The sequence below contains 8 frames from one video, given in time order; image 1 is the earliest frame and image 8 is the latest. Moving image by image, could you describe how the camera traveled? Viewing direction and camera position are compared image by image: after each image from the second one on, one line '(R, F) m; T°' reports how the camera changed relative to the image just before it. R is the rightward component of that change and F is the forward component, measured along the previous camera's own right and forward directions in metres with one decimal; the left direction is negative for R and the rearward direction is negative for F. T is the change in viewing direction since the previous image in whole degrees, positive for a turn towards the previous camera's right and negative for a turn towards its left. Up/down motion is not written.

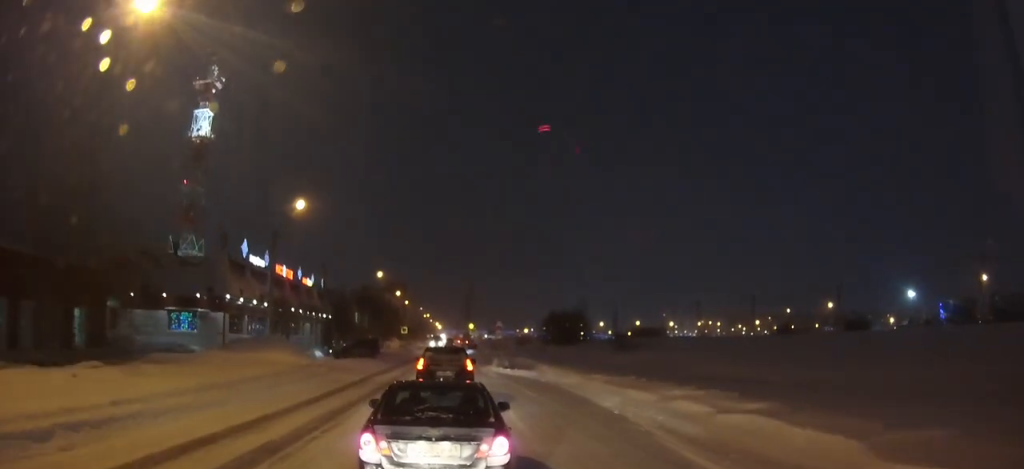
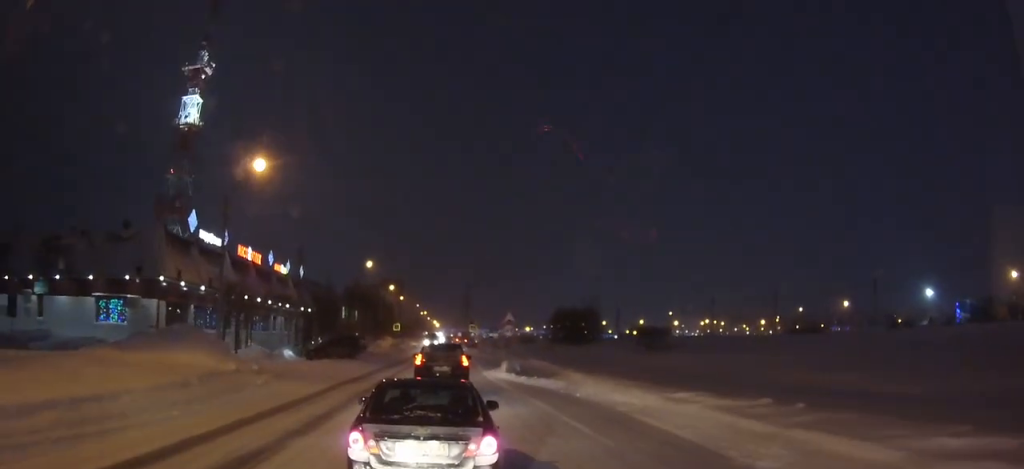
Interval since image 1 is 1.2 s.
(0.0, +9.8) m; 0°
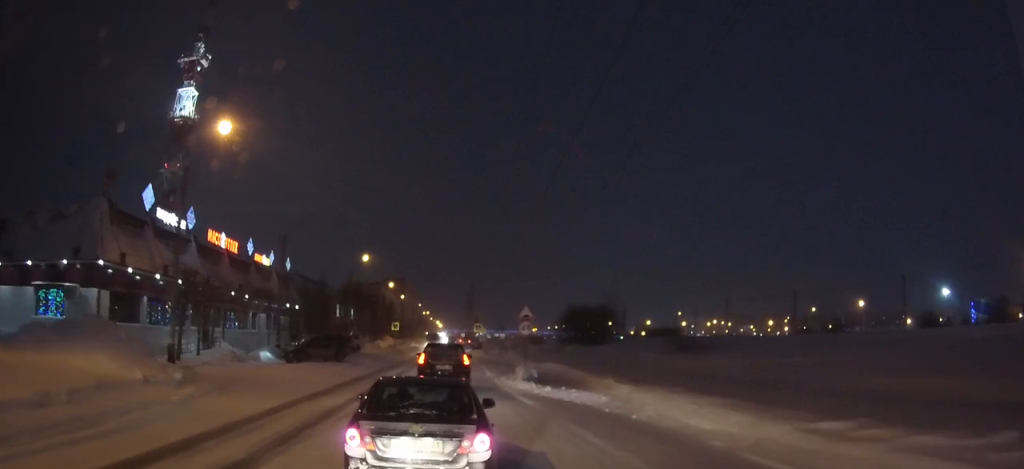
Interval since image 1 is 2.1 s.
(-0.1, +6.7) m; 0°
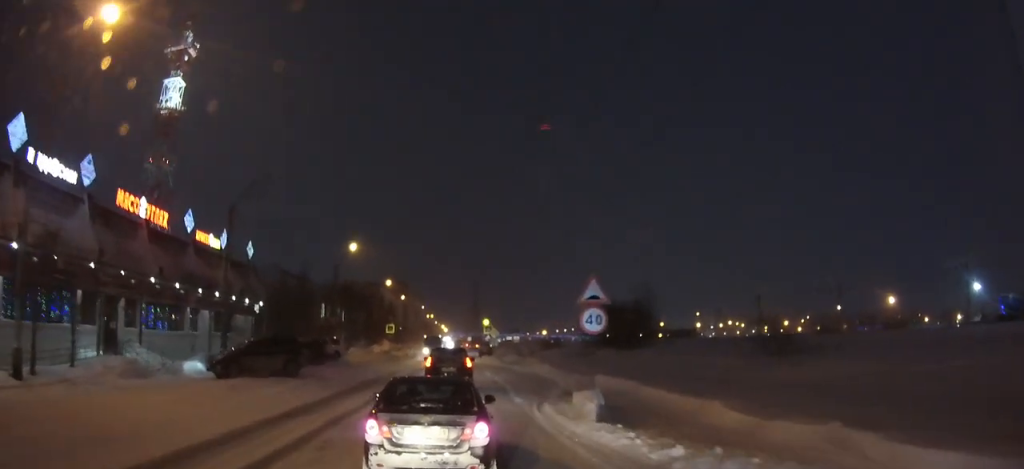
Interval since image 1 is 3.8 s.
(0.0, +13.3) m; -1°
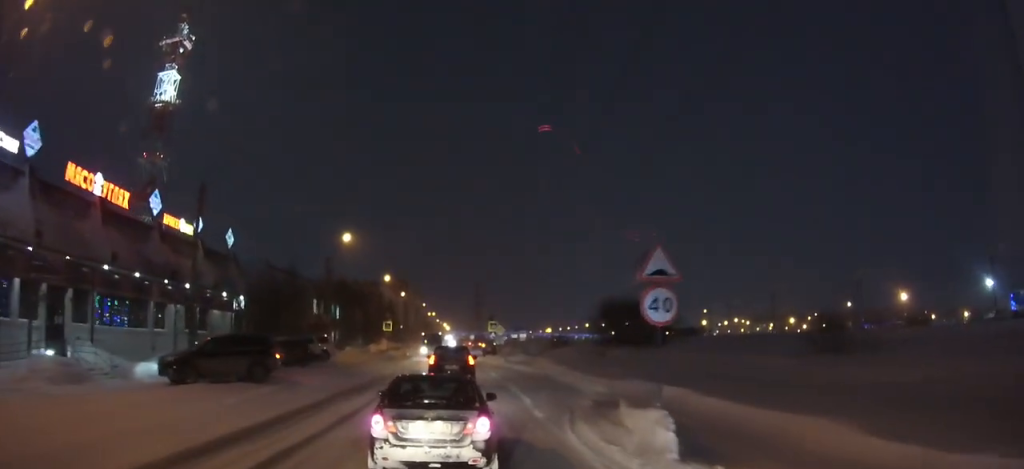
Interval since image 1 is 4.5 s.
(0.0, +4.9) m; 0°
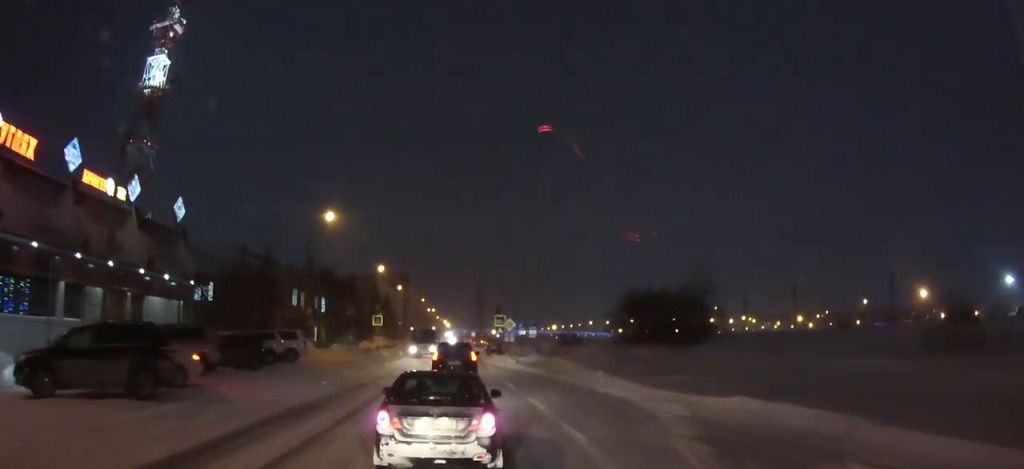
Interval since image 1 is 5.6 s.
(0.0, +8.4) m; +1°
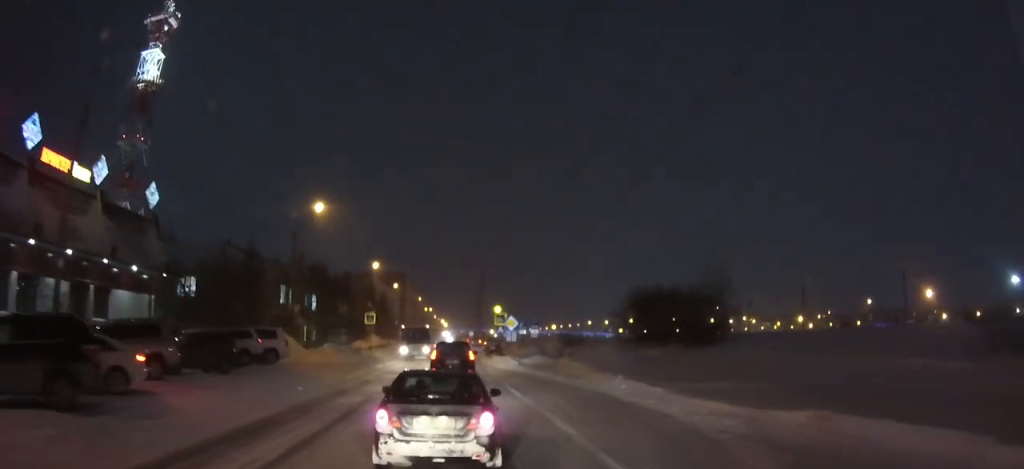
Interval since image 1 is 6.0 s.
(0.0, +3.3) m; 0°
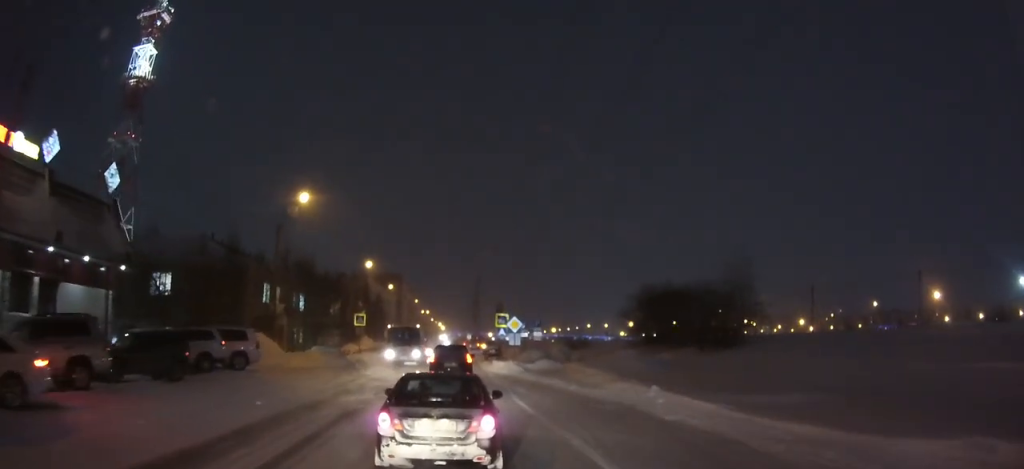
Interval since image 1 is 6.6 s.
(0.0, +4.3) m; 0°
